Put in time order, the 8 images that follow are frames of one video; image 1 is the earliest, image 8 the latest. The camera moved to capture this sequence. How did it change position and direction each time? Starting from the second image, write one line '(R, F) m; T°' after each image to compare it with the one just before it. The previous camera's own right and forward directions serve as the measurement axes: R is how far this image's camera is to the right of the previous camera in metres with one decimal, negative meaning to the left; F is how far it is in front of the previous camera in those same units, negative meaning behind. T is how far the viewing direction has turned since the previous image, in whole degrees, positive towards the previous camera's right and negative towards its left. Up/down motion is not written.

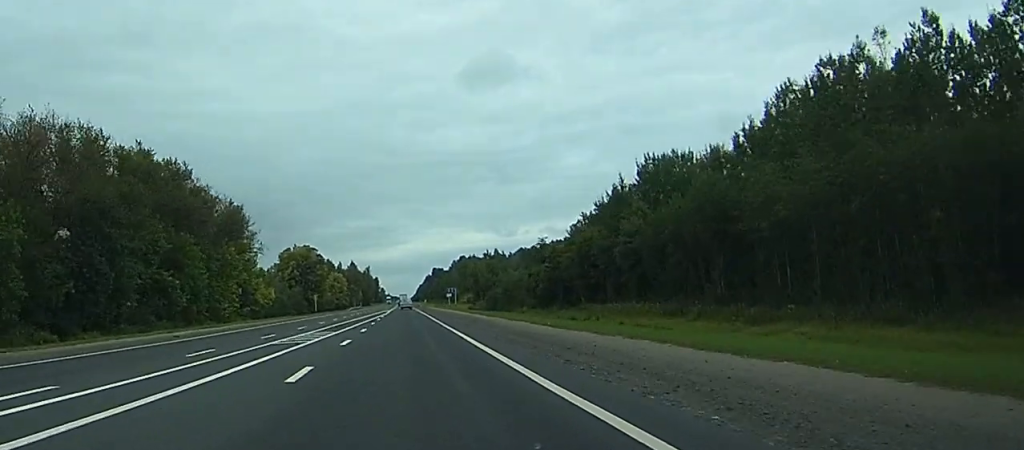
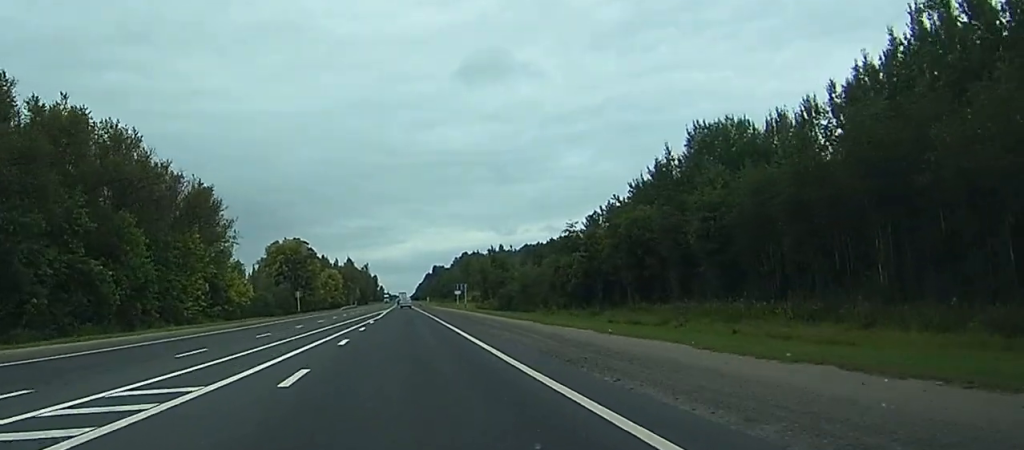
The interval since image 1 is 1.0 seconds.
(0.0, +25.0) m; 0°
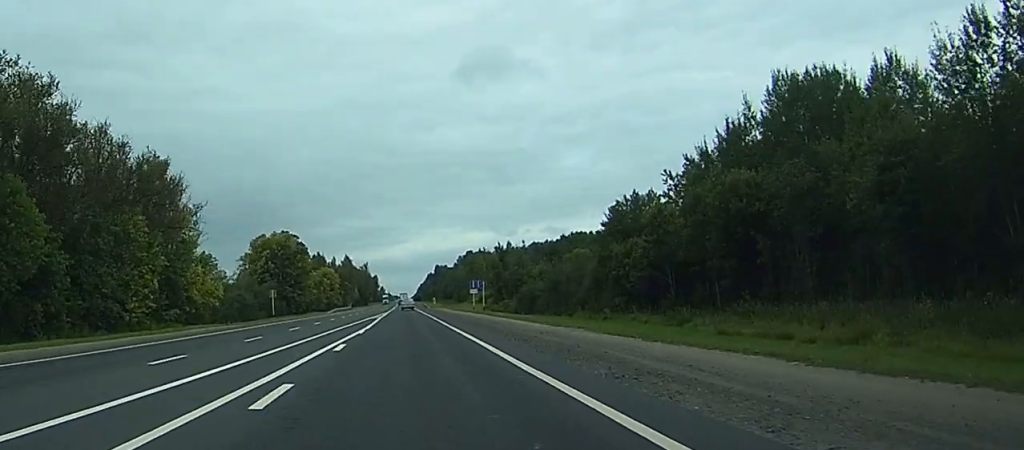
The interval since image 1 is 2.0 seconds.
(+0.1, +26.7) m; 0°
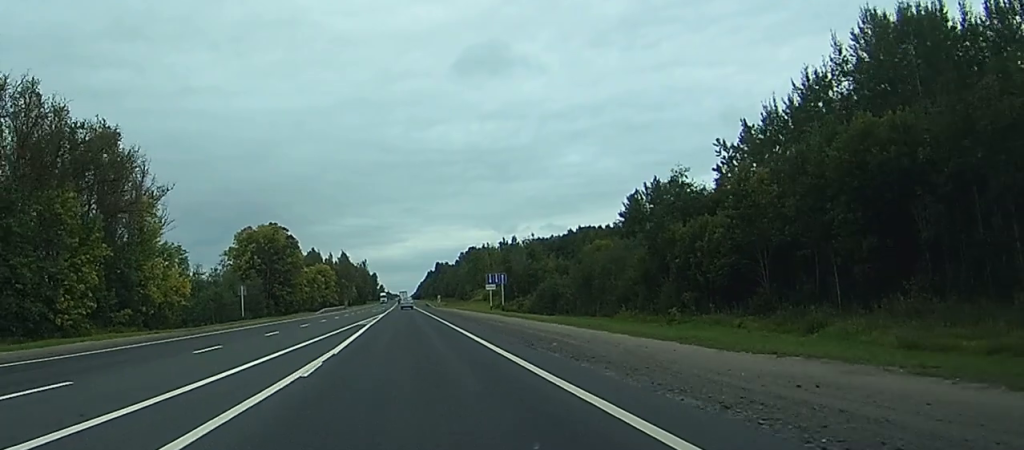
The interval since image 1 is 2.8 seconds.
(0.0, +19.7) m; 0°
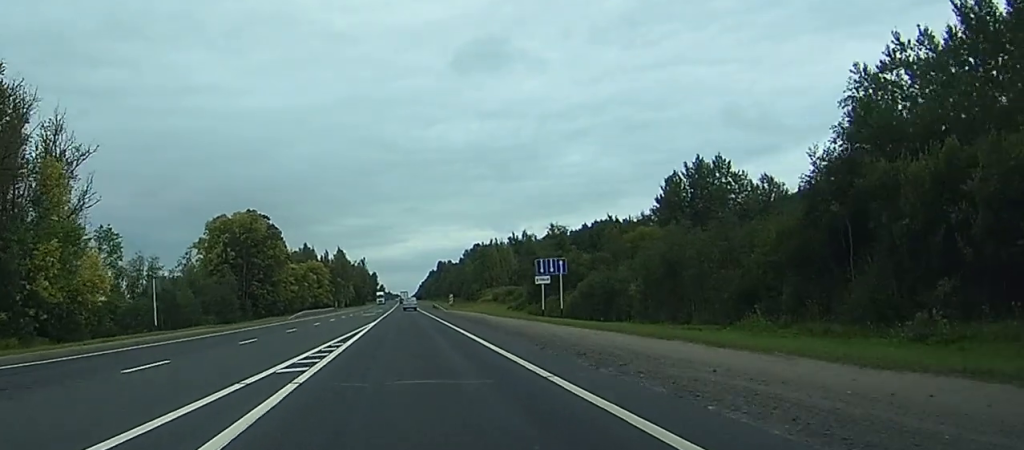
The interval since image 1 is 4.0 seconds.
(-0.2, +30.6) m; 0°
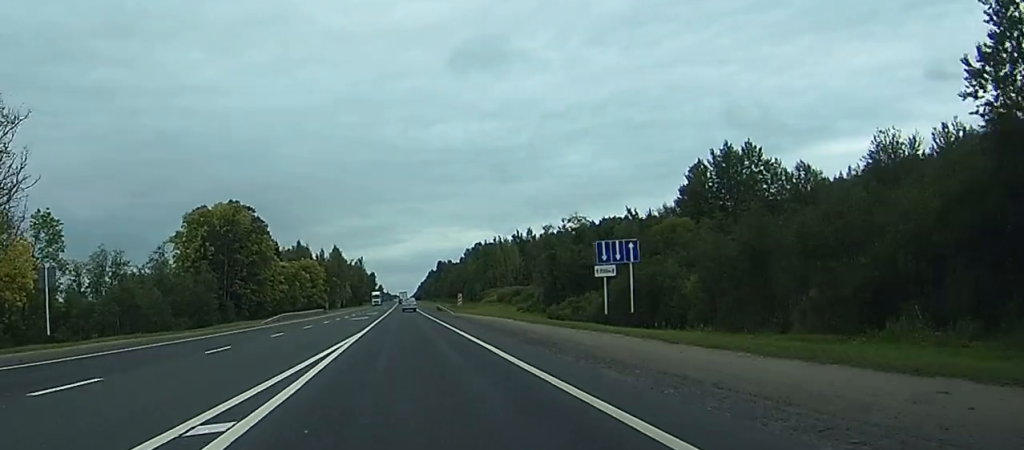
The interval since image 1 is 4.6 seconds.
(0.0, +16.9) m; 0°
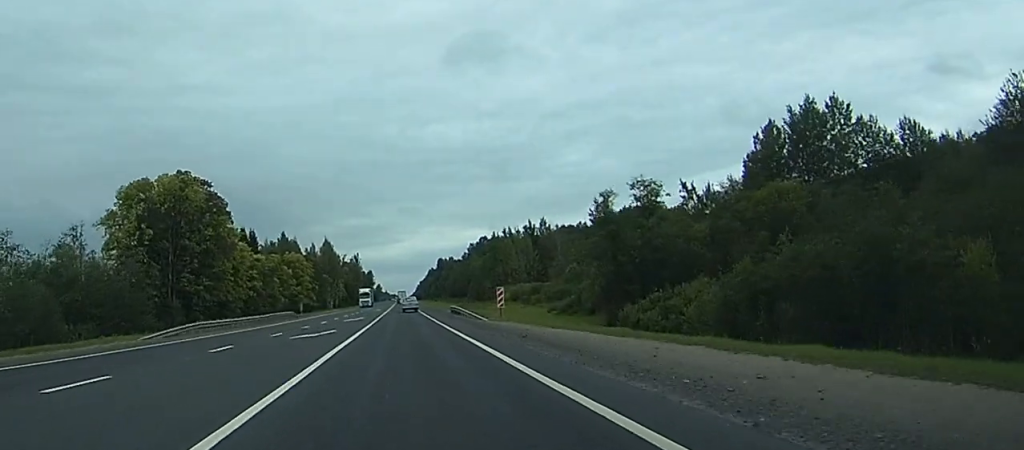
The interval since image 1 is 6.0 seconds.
(+0.2, +35.2) m; 0°
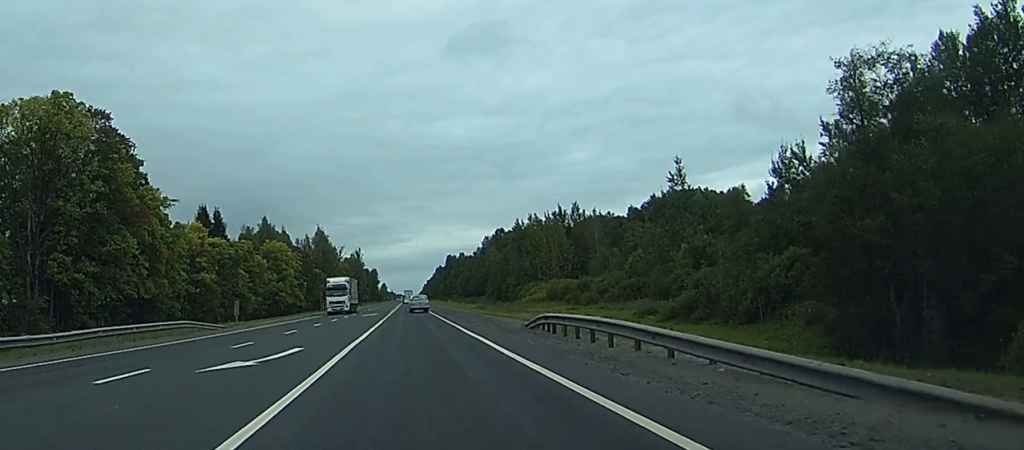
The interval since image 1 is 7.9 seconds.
(-0.4, +45.8) m; -1°
